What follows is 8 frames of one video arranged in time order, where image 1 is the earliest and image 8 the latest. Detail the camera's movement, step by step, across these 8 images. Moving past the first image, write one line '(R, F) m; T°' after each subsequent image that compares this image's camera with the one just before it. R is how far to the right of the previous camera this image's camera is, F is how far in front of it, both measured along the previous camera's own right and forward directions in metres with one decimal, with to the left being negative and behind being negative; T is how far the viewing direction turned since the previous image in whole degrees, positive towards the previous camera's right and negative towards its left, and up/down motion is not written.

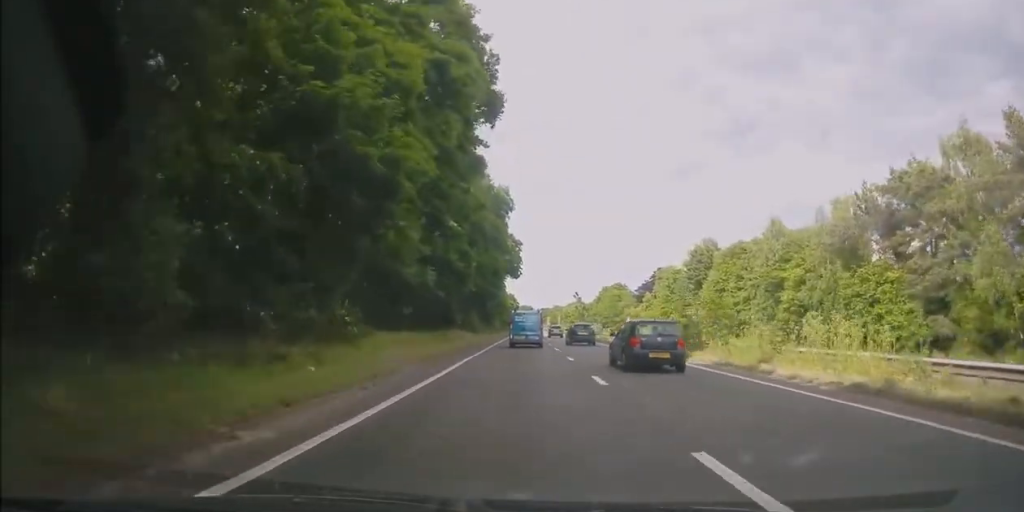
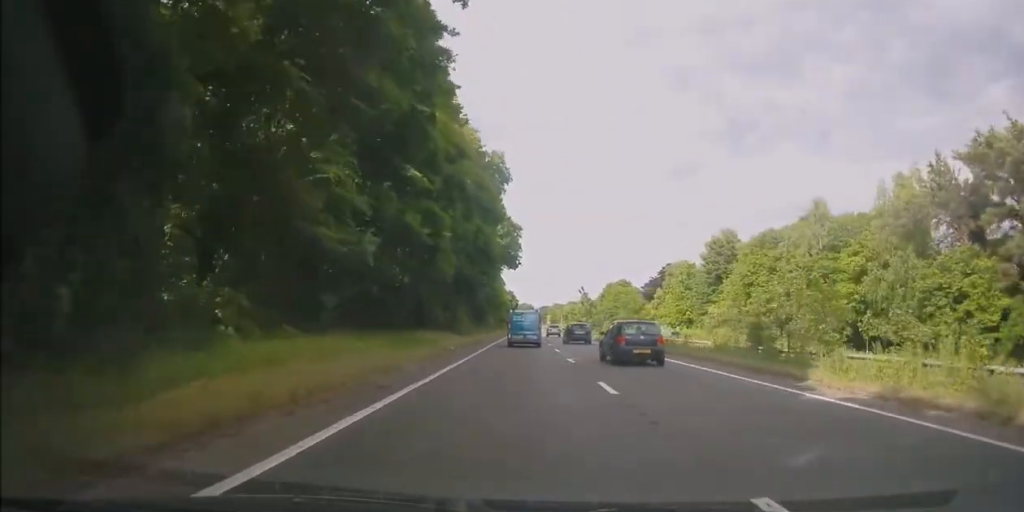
(-0.1, +10.5) m; 0°
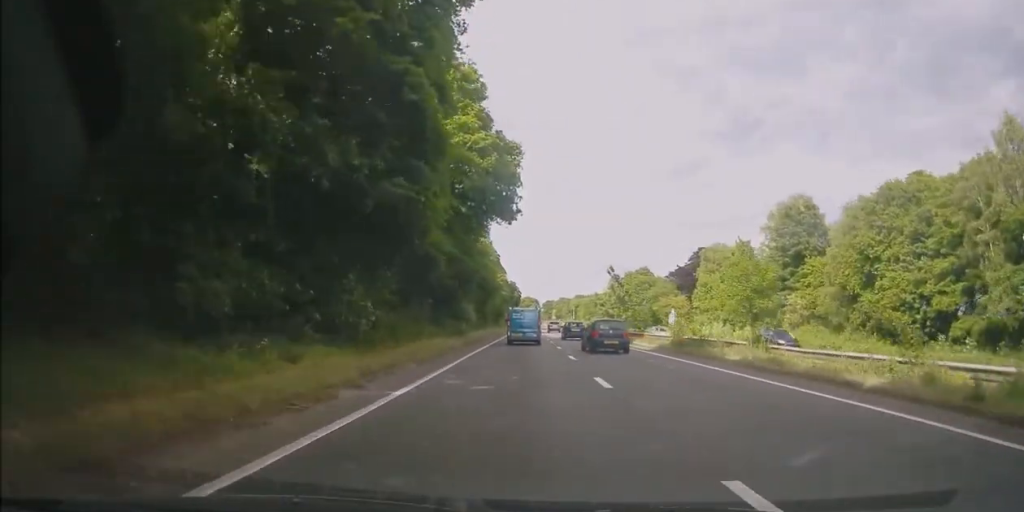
(+0.2, +26.2) m; +1°
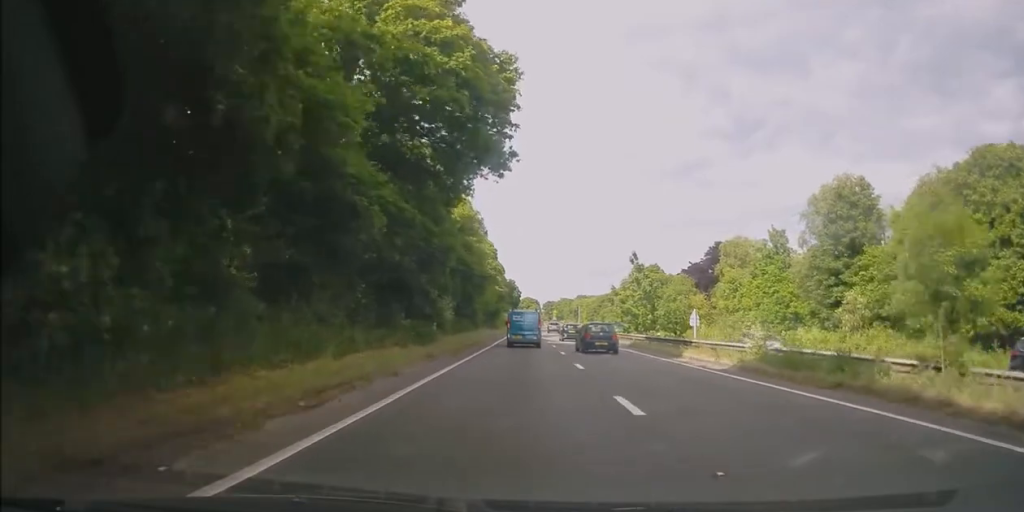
(+0.2, +12.0) m; 0°
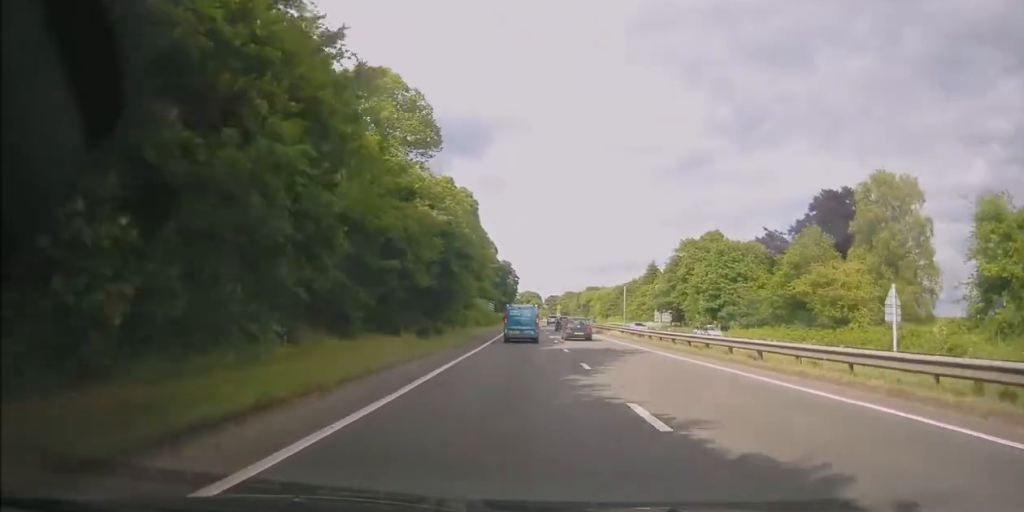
(-0.6, +46.1) m; -1°
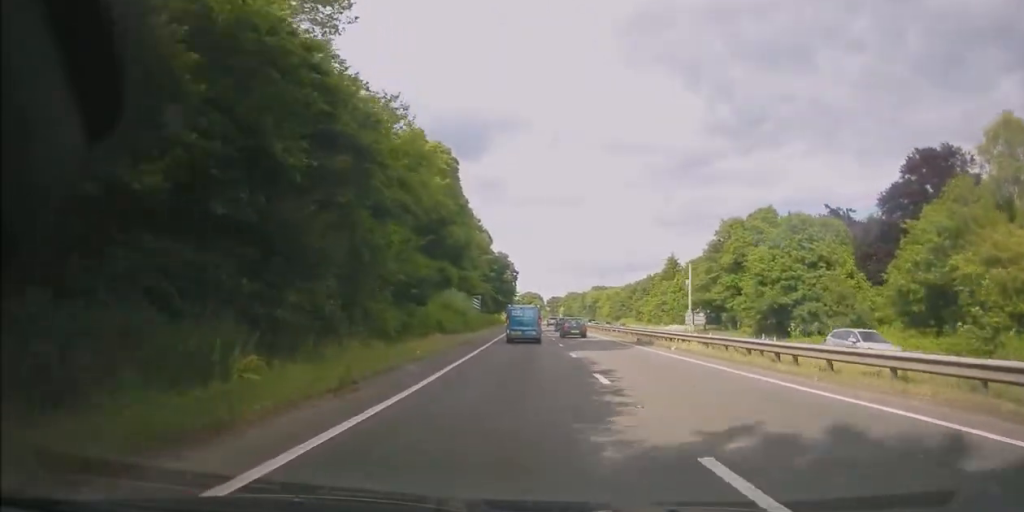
(+0.2, +21.1) m; +1°
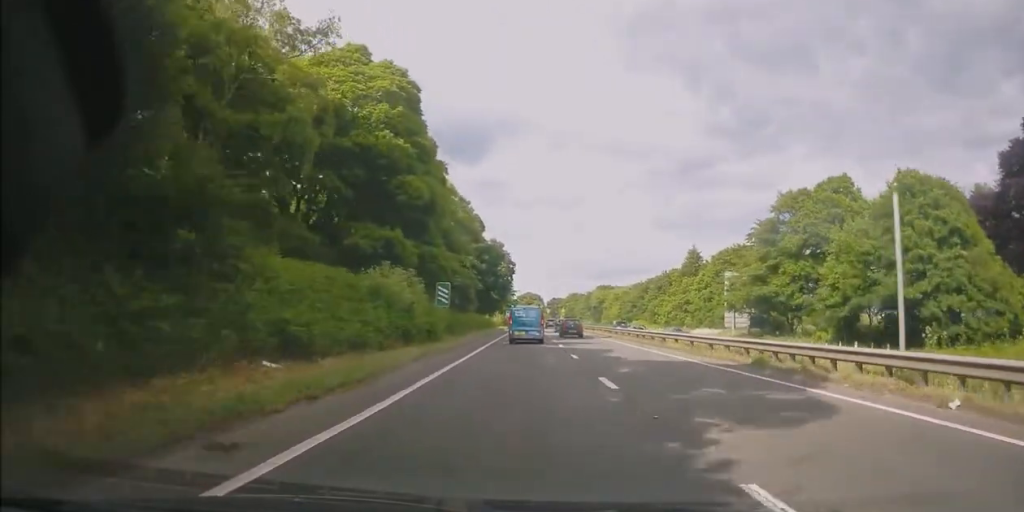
(+0.1, +18.9) m; 0°
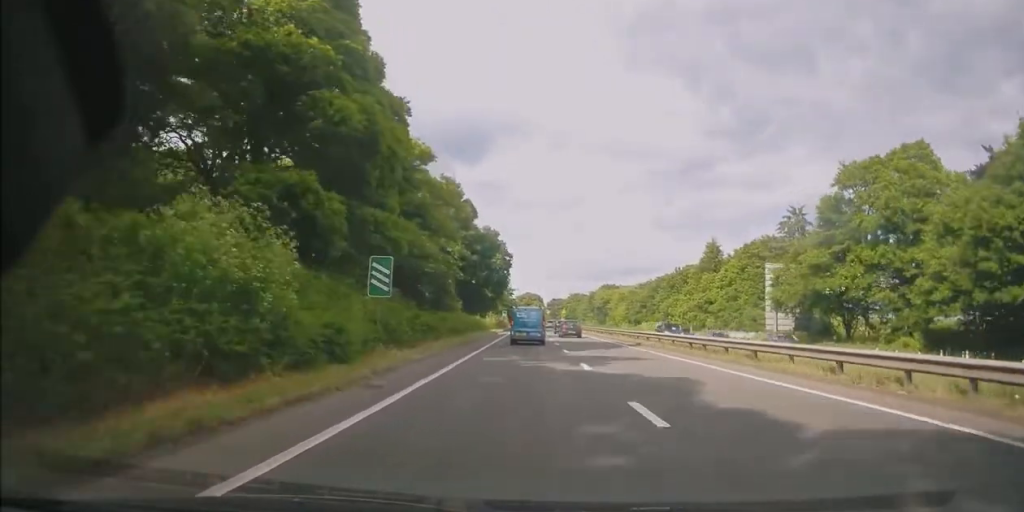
(-0.1, +12.4) m; 0°
